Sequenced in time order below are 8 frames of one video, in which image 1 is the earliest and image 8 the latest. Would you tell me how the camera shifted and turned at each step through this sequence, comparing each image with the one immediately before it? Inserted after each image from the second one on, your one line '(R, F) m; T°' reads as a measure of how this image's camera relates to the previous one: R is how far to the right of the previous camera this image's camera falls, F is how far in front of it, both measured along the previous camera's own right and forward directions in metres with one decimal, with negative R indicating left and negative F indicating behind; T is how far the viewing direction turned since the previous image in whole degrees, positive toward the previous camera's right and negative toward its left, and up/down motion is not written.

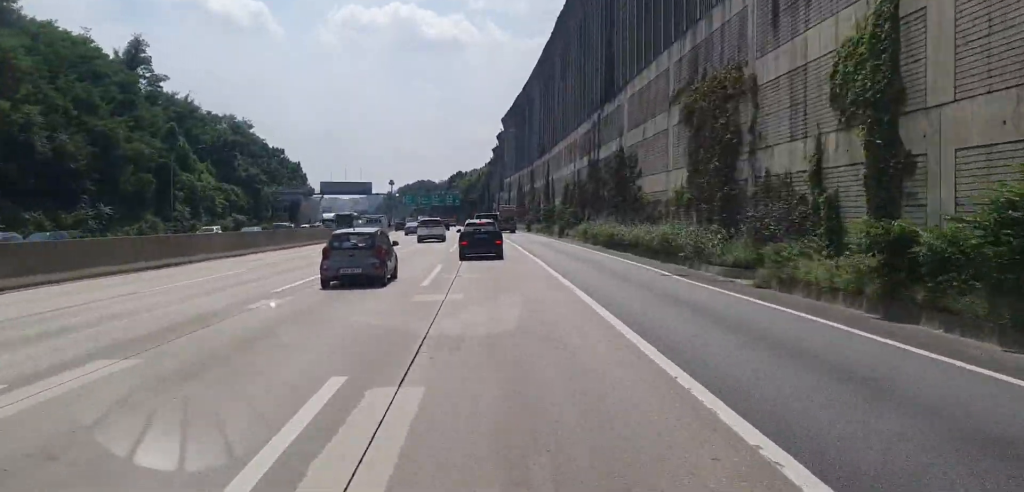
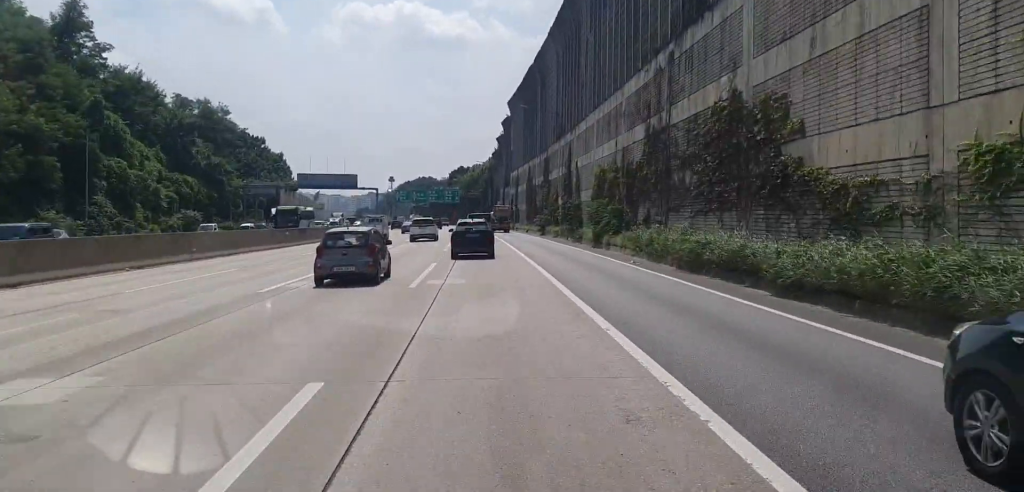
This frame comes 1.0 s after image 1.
(0.0, +19.9) m; 0°
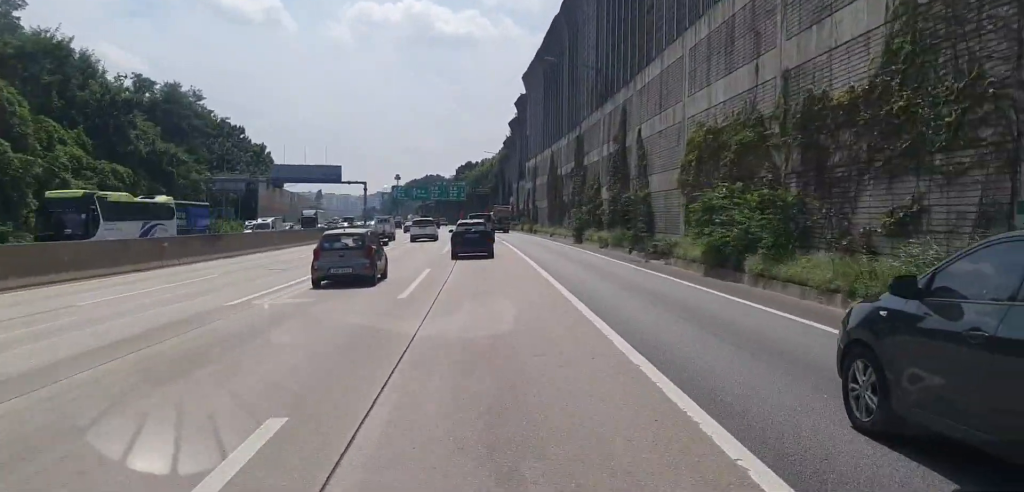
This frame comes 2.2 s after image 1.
(-0.2, +22.1) m; -1°
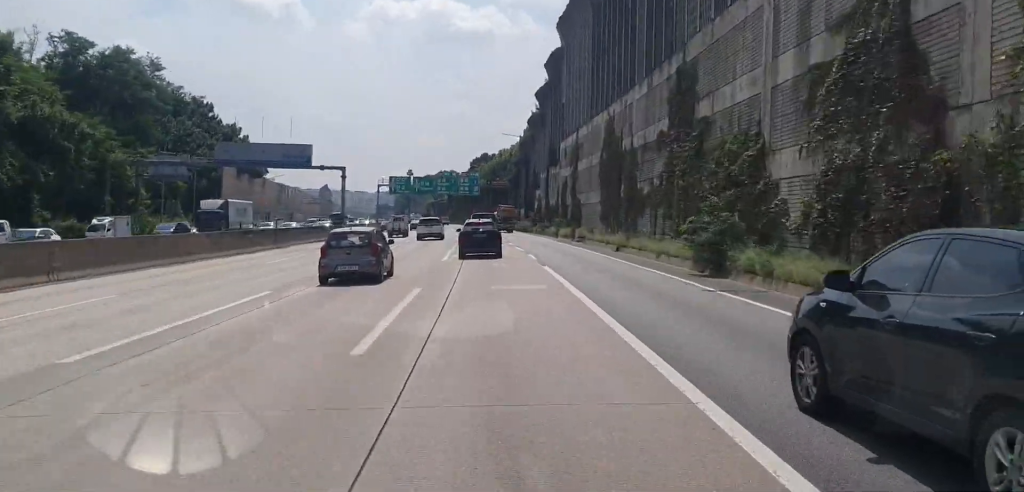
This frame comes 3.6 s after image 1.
(+0.2, +27.7) m; 0°
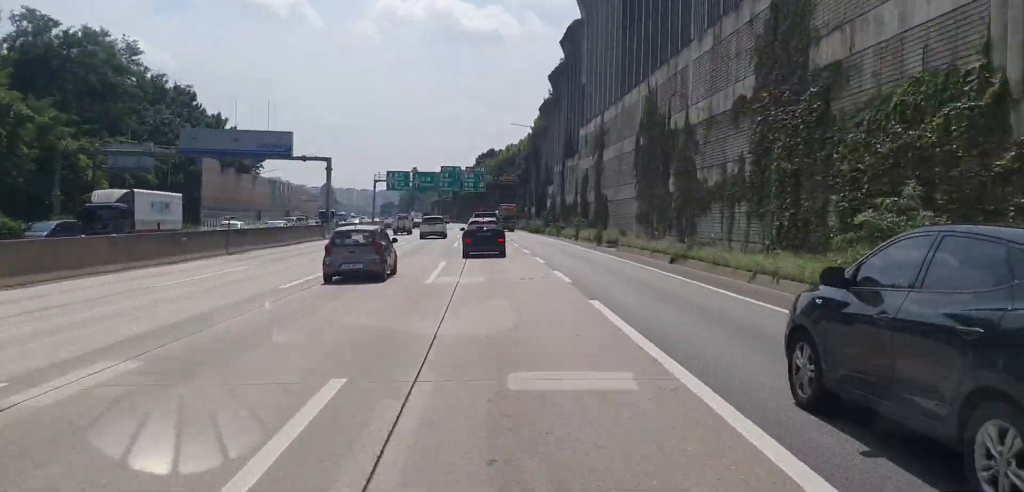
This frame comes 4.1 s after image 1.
(-0.2, +10.6) m; -1°
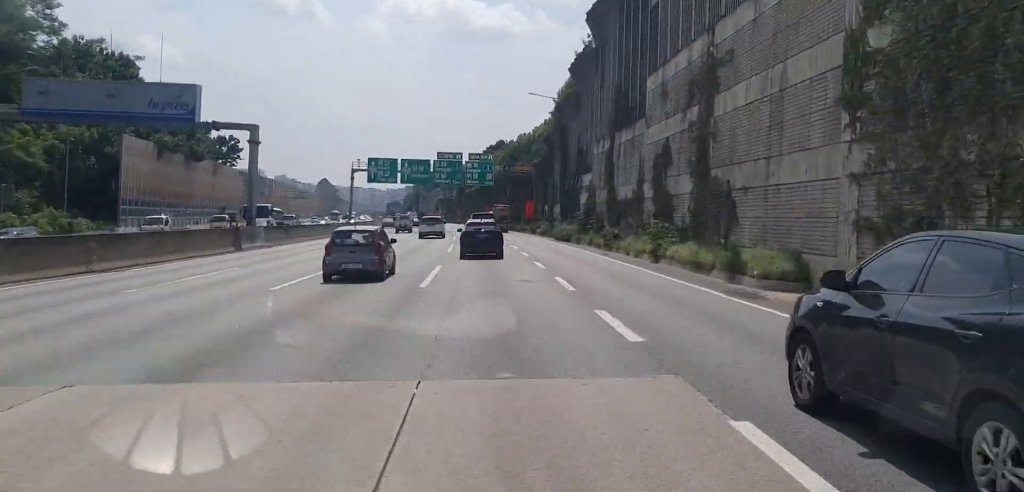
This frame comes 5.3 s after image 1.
(-0.6, +24.5) m; -1°
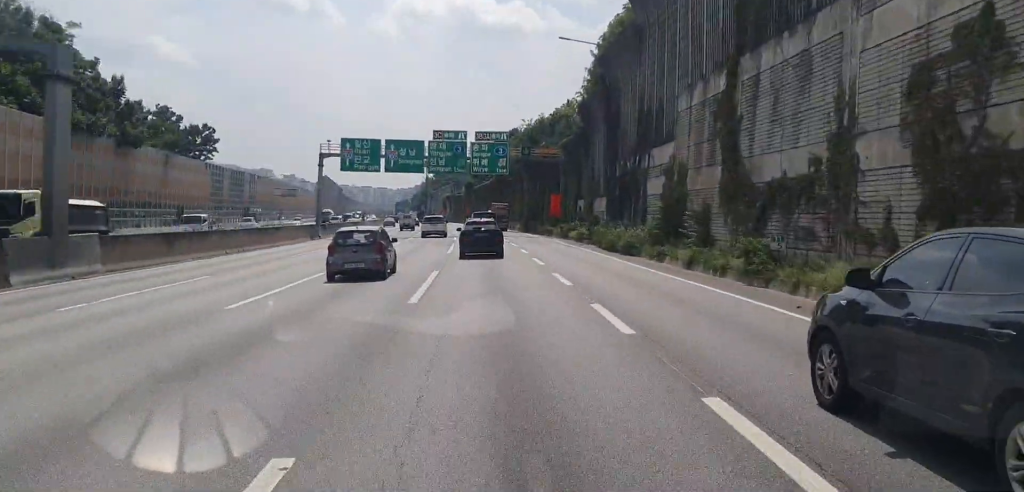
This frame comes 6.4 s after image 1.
(+0.3, +21.8) m; 0°
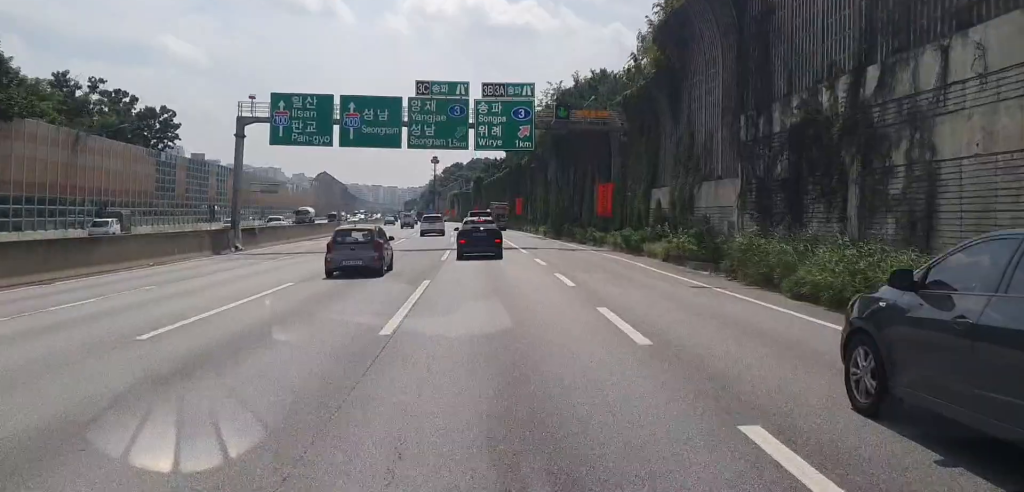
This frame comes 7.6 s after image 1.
(-0.5, +23.3) m; -2°
